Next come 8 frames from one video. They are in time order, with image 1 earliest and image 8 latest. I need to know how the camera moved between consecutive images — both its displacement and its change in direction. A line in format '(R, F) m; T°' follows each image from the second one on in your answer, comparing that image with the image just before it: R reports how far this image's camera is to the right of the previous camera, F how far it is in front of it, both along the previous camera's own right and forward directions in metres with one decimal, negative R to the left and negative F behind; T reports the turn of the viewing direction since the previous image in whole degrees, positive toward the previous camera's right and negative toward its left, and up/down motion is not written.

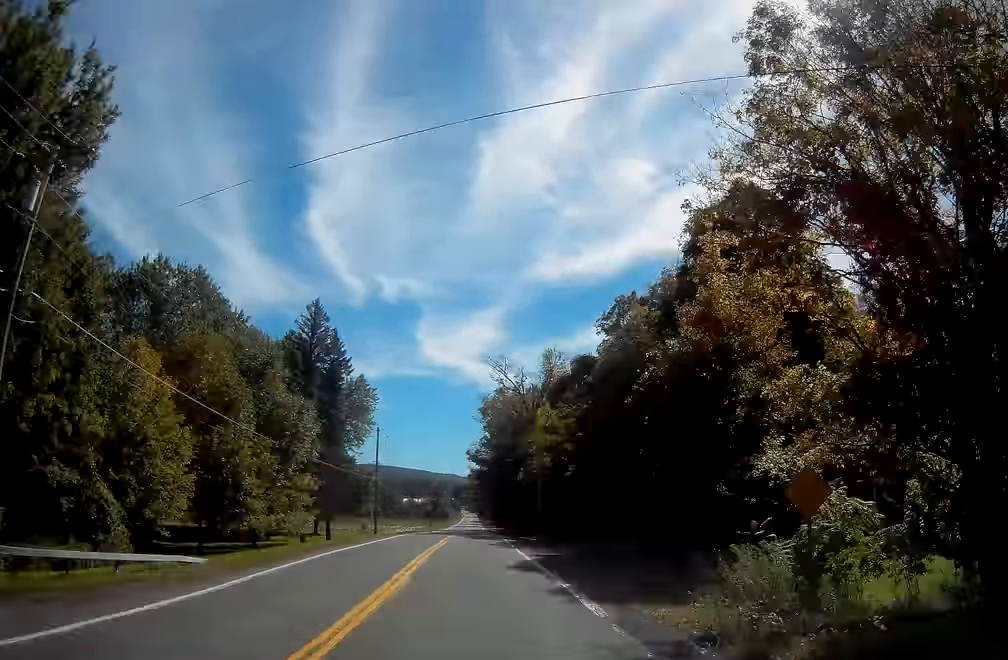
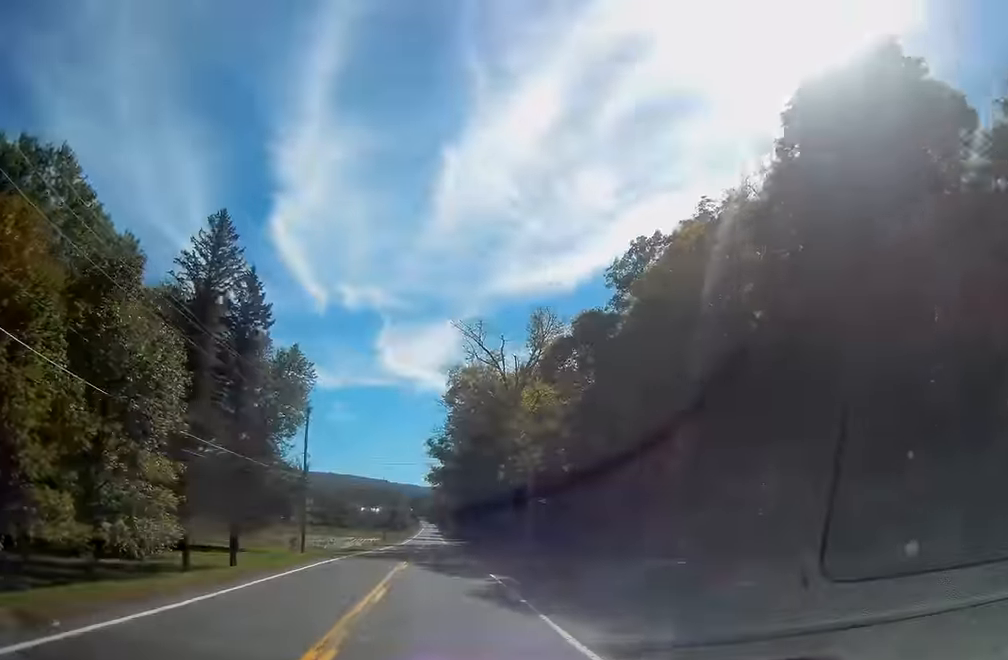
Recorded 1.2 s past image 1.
(+0.9, +18.4) m; +4°
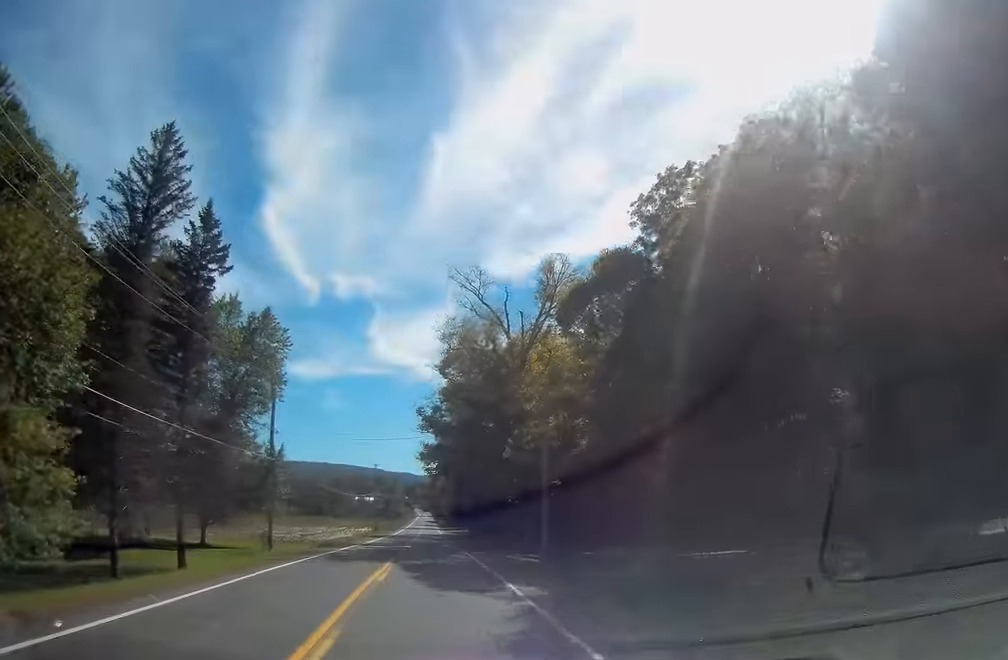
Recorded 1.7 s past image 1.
(+0.1, +9.0) m; 0°
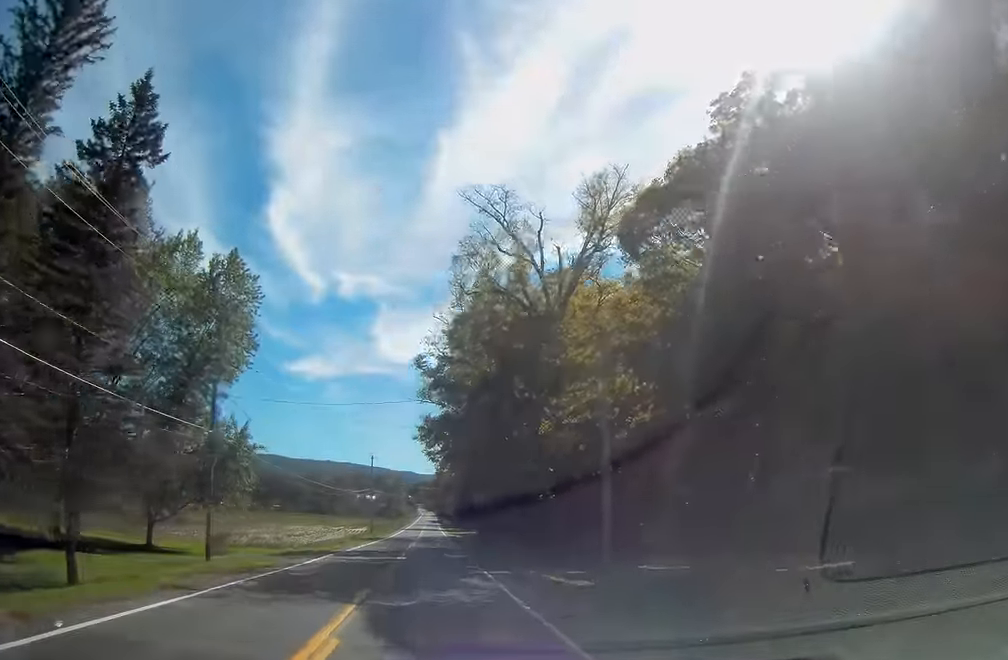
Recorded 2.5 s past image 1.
(+0.1, +12.7) m; 0°
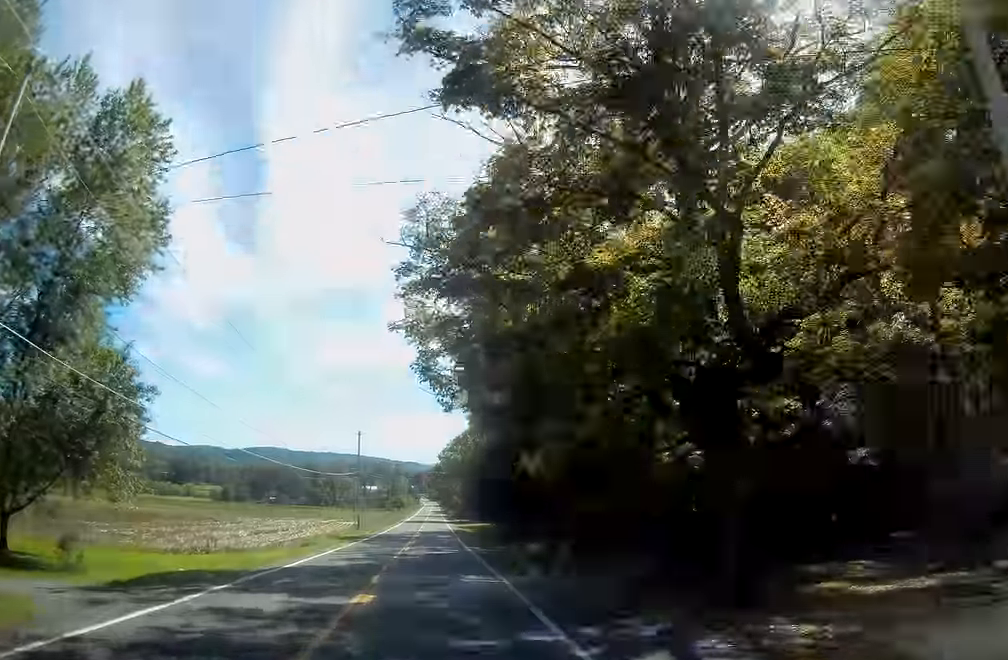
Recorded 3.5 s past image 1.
(-0.1, +19.2) m; 0°
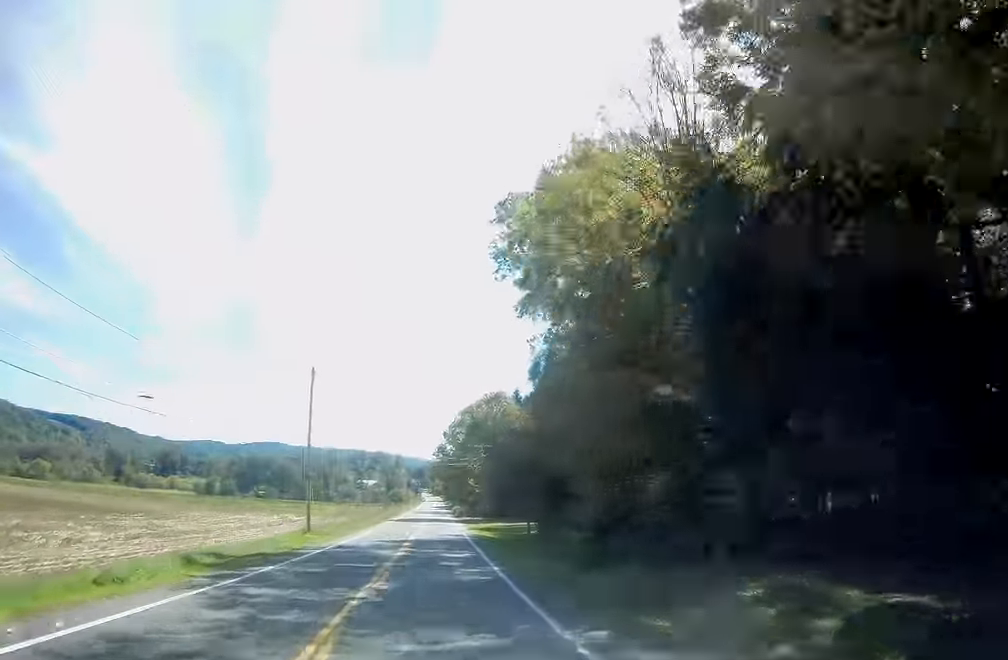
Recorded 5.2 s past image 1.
(-0.4, +31.4) m; -2°
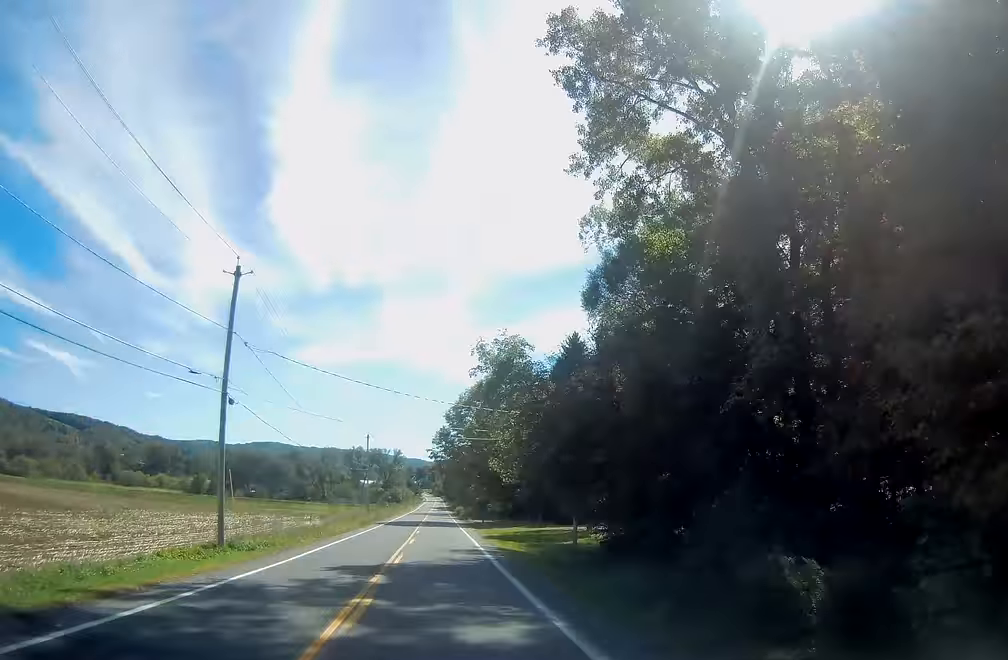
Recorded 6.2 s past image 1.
(-0.3, +19.0) m; 0°
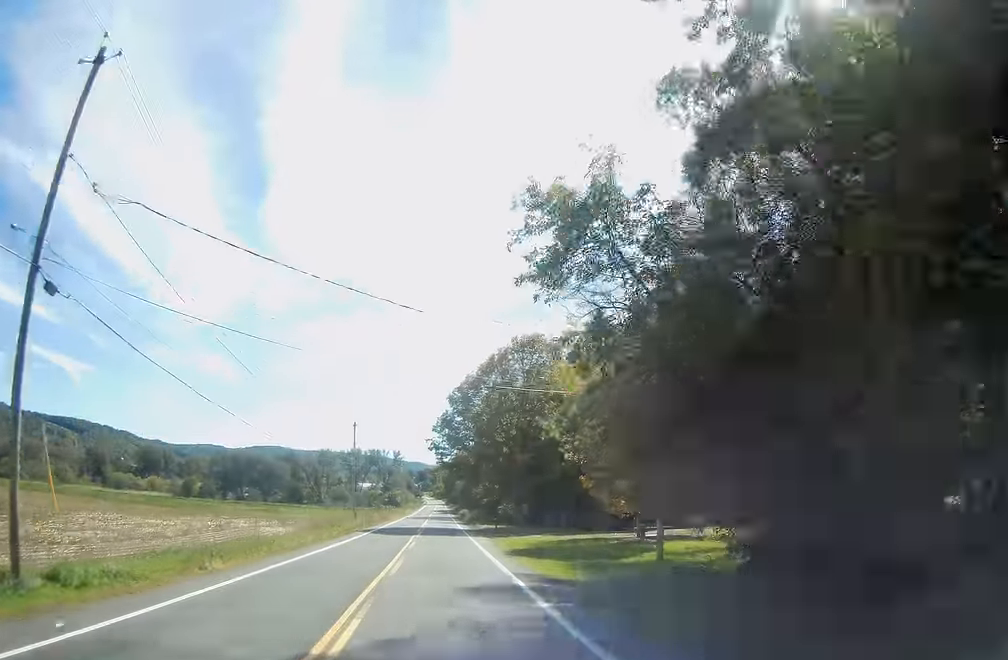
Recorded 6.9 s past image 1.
(+0.2, +14.6) m; 0°
